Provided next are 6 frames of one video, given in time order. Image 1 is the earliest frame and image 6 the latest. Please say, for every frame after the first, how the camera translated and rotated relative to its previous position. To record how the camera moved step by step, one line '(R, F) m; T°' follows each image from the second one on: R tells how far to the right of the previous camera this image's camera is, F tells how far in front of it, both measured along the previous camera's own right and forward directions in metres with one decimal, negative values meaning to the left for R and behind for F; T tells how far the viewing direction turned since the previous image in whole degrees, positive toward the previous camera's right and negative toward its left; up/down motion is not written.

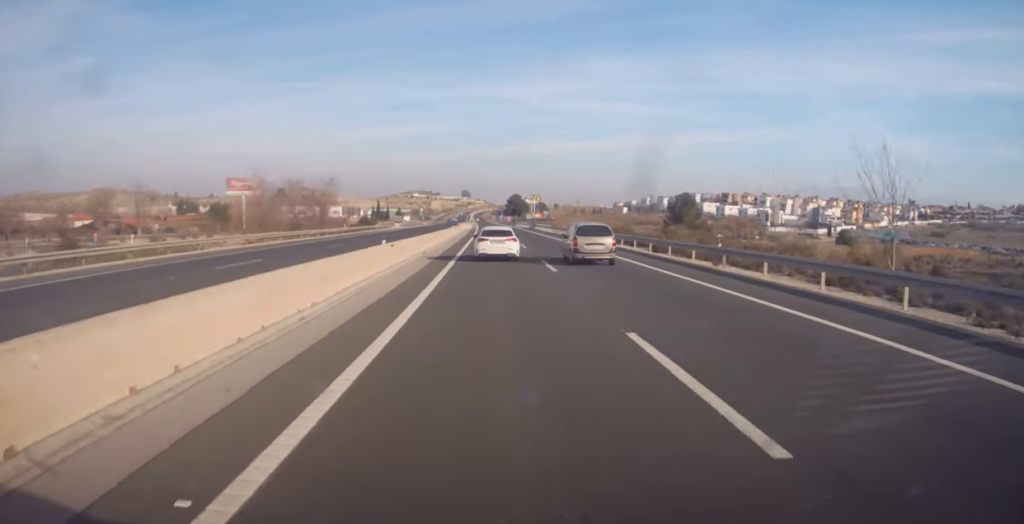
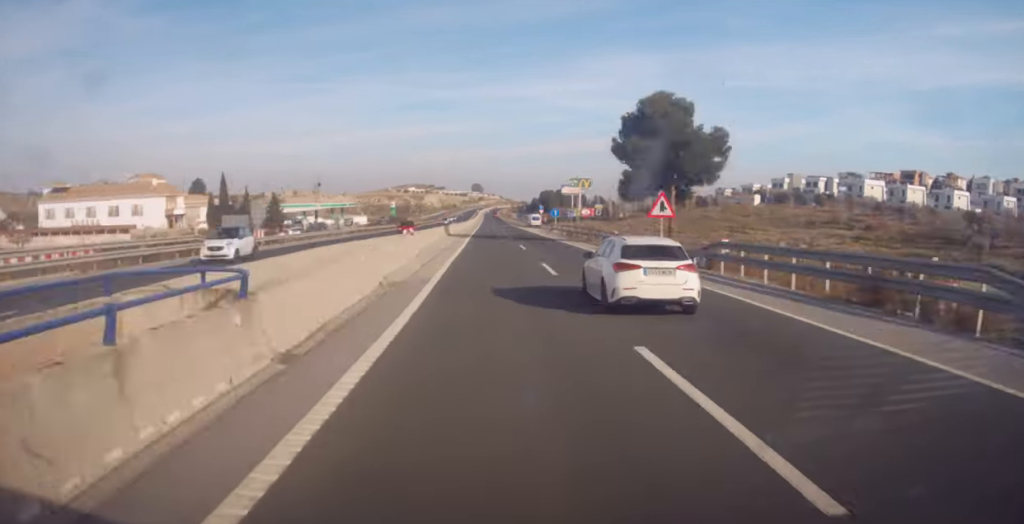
(-3.6, +195.0) m; -1°
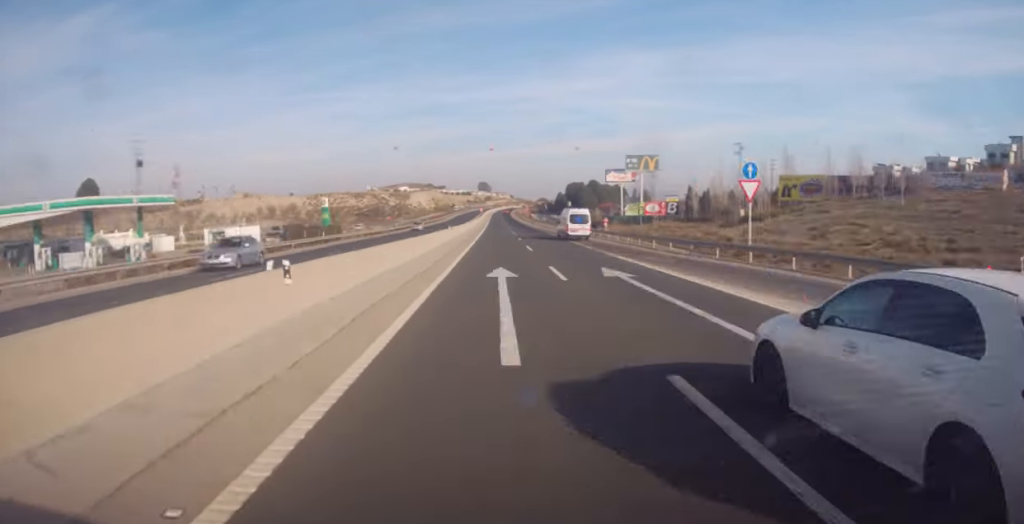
(+0.3, +118.6) m; +1°
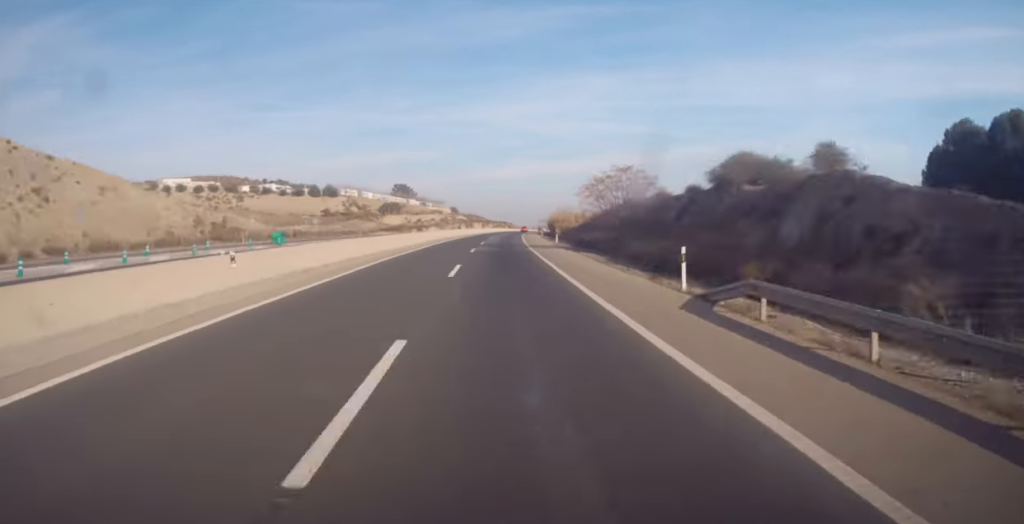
(+12.9, +352.4) m; +7°
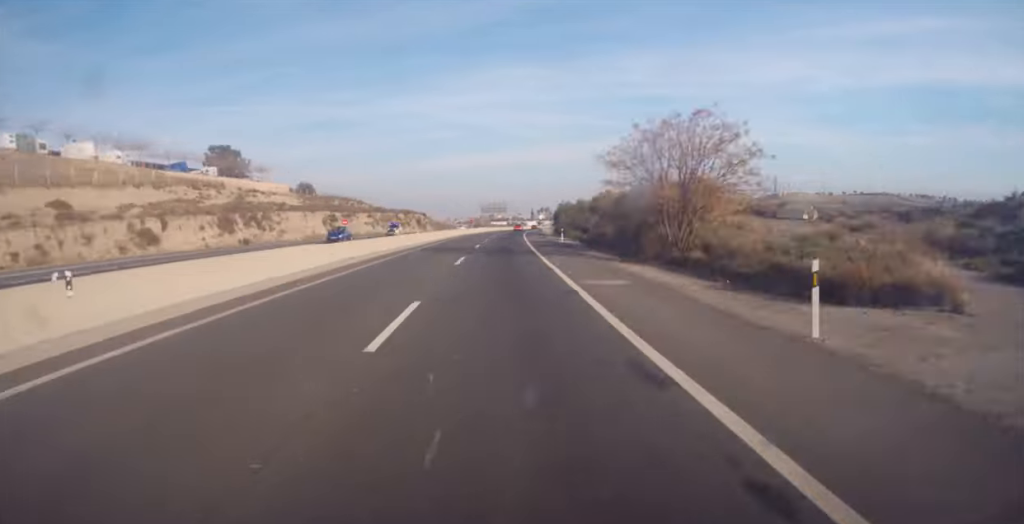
(+12.0, +201.0) m; +6°
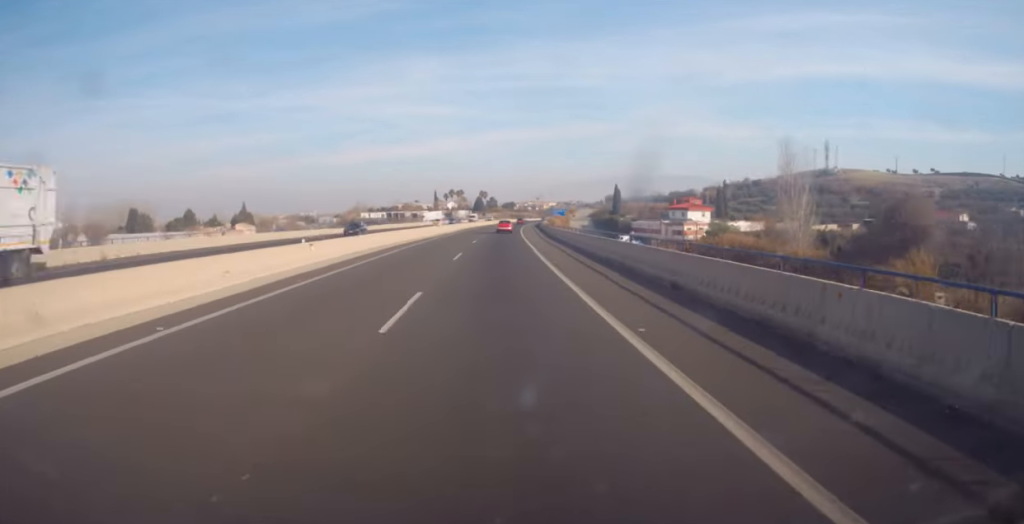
(+14.0, +224.9) m; +7°
